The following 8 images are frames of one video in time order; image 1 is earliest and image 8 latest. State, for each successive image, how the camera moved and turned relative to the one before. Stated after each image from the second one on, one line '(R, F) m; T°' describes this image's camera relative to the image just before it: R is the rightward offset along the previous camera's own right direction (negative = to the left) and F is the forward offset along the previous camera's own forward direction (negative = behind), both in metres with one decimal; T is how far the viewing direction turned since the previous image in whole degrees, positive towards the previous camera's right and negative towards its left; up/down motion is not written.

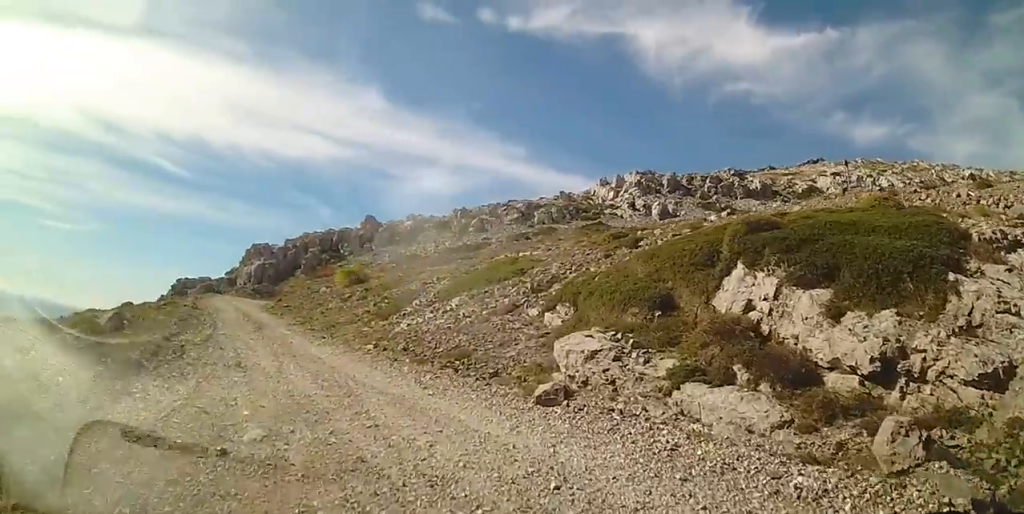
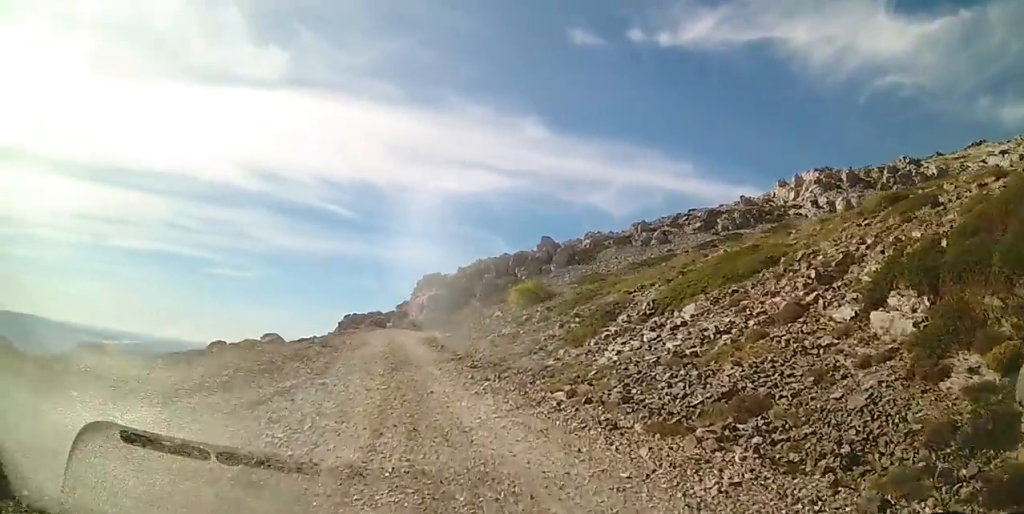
(-0.7, +6.3) m; -14°
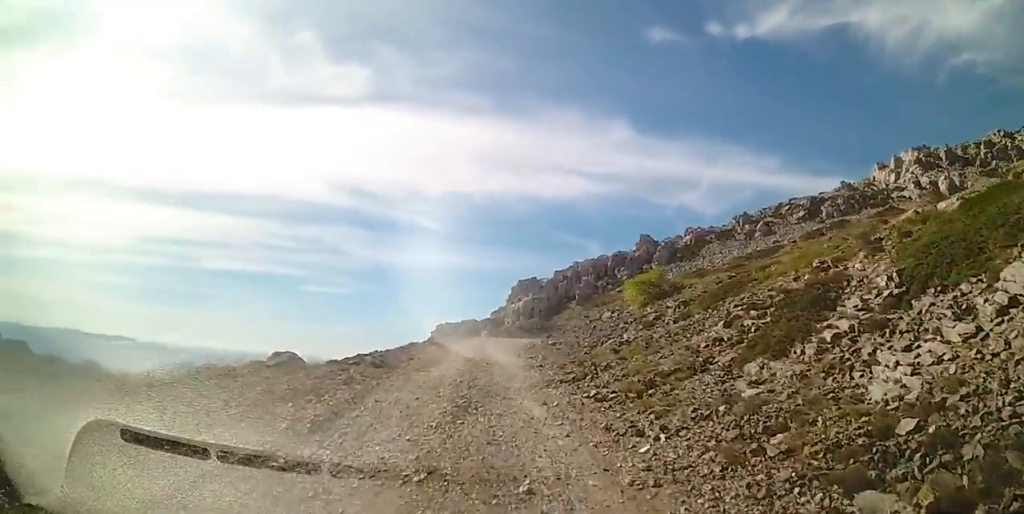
(-0.8, +6.3) m; -11°
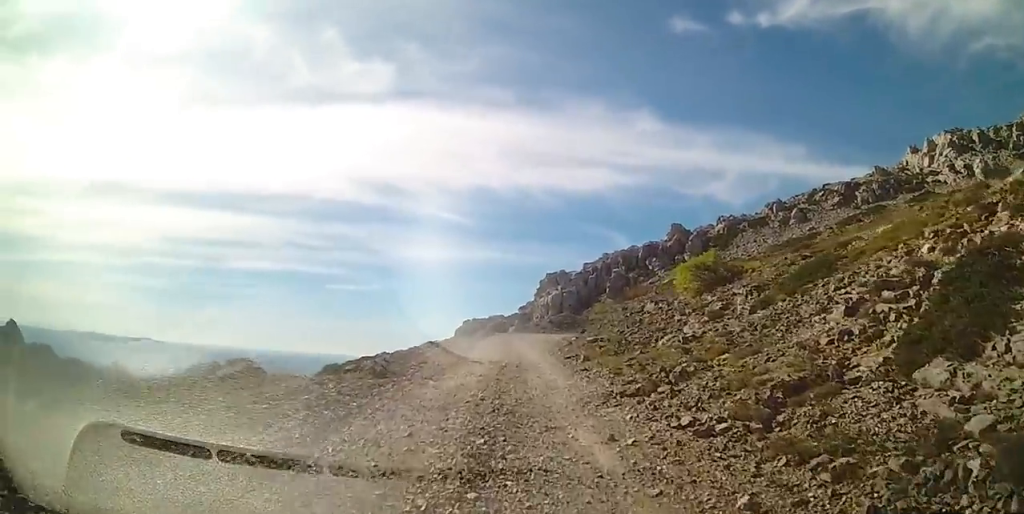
(-0.1, +3.5) m; -2°
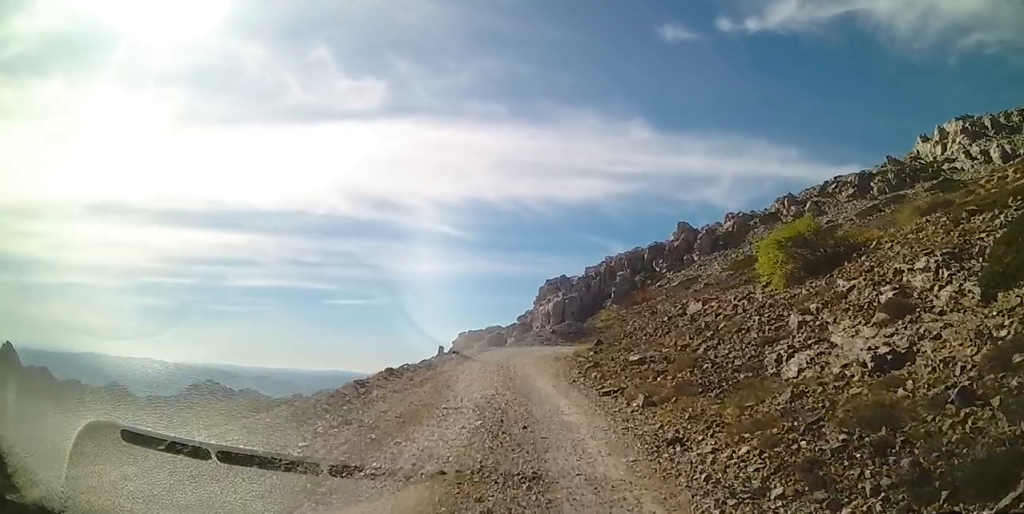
(-0.1, +7.3) m; -1°
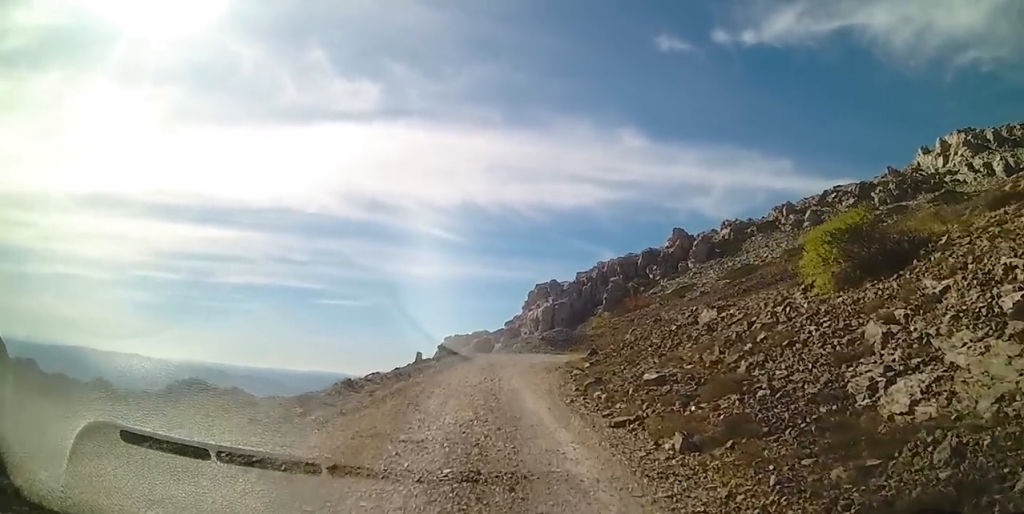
(0.0, +2.7) m; +1°
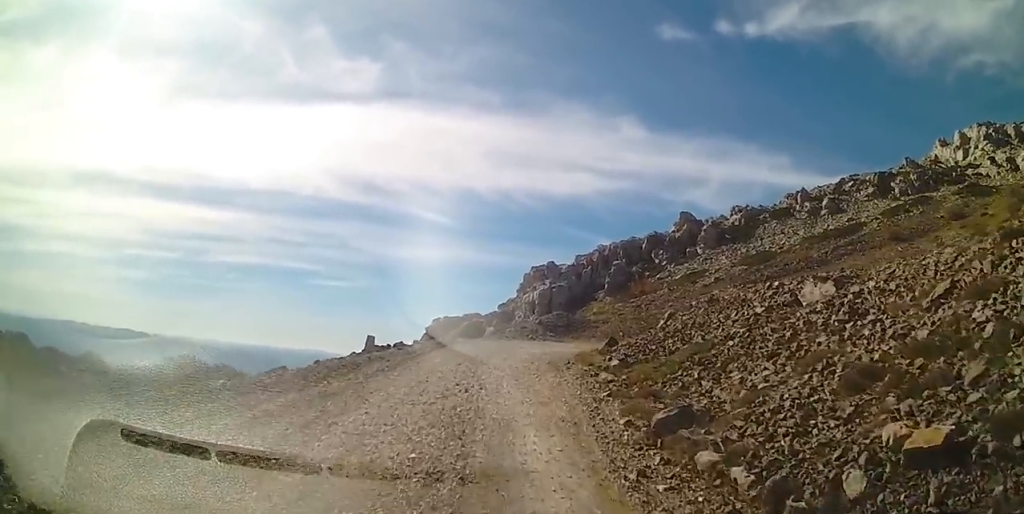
(+0.2, +7.0) m; +1°
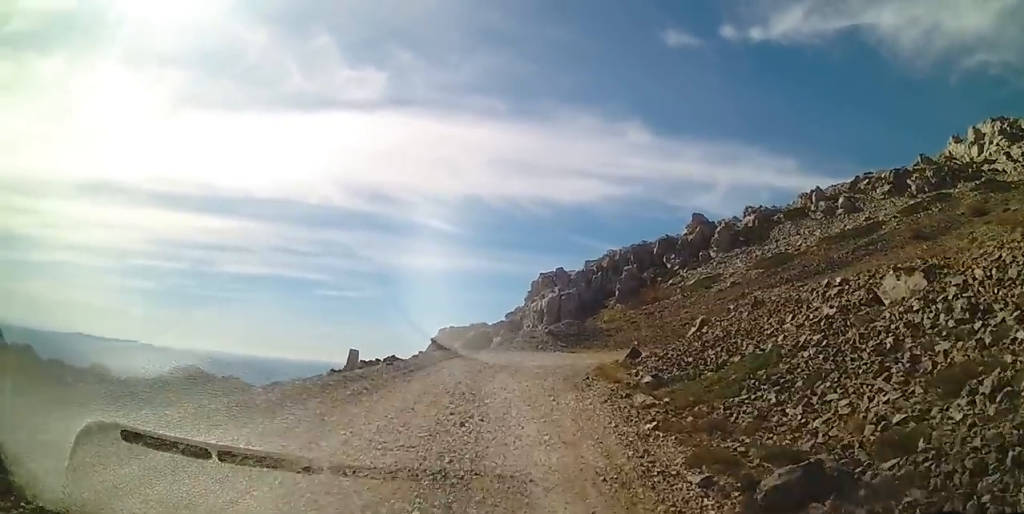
(0.0, +2.5) m; 0°
